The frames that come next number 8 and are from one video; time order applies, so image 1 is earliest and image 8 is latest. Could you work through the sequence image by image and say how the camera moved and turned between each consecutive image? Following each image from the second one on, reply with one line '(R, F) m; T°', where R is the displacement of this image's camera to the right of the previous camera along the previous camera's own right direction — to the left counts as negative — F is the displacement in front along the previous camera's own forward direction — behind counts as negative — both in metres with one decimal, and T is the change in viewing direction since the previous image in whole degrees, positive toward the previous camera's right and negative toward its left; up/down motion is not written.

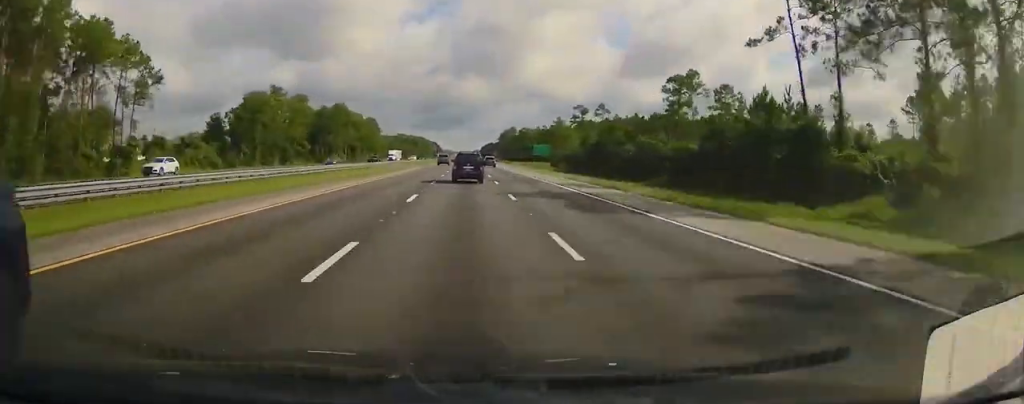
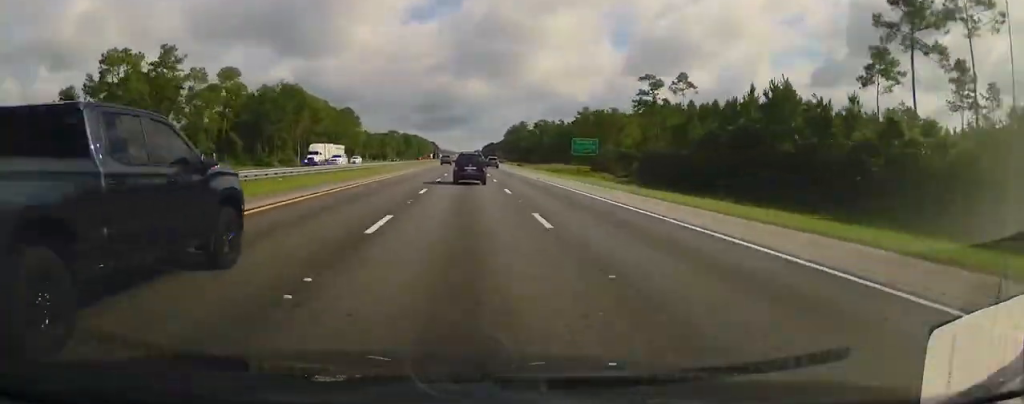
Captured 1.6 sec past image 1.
(0.0, +56.4) m; 0°
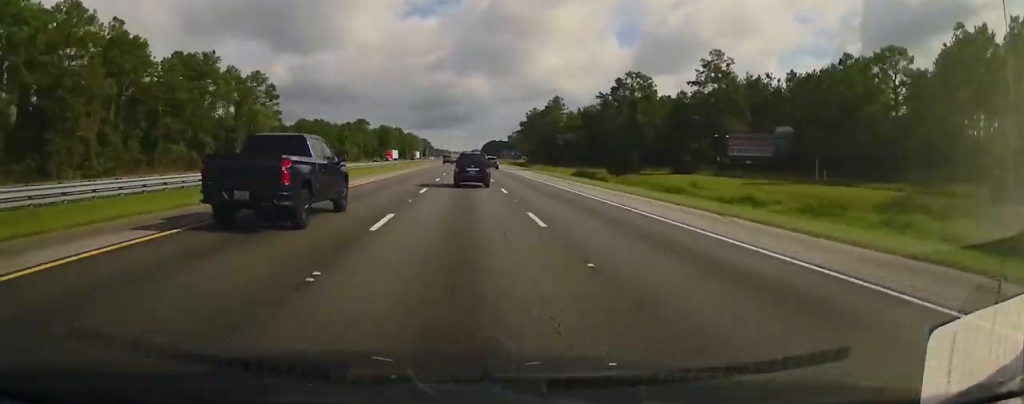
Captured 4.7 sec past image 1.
(+0.2, +108.3) m; 0°
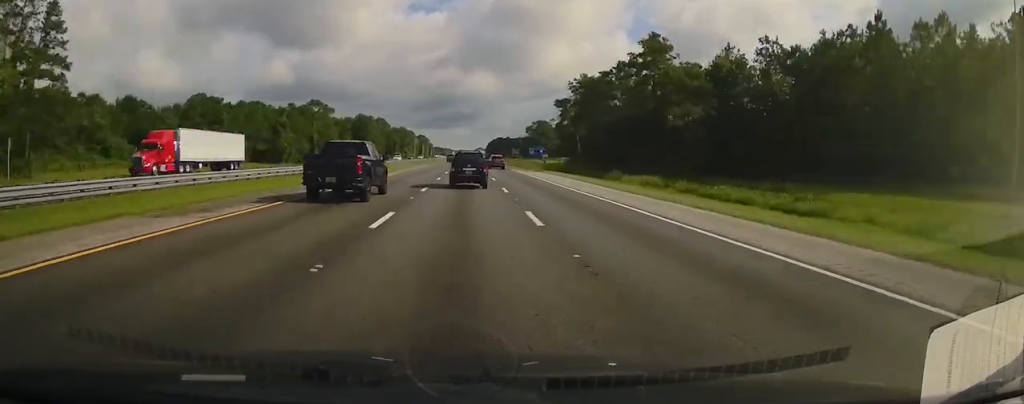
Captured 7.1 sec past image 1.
(+0.2, +84.9) m; 0°
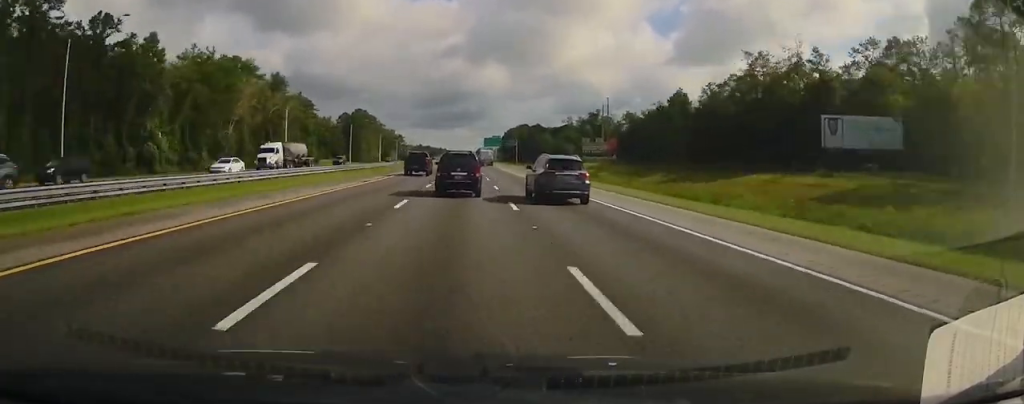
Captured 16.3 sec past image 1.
(-0.8, +323.9) m; -1°
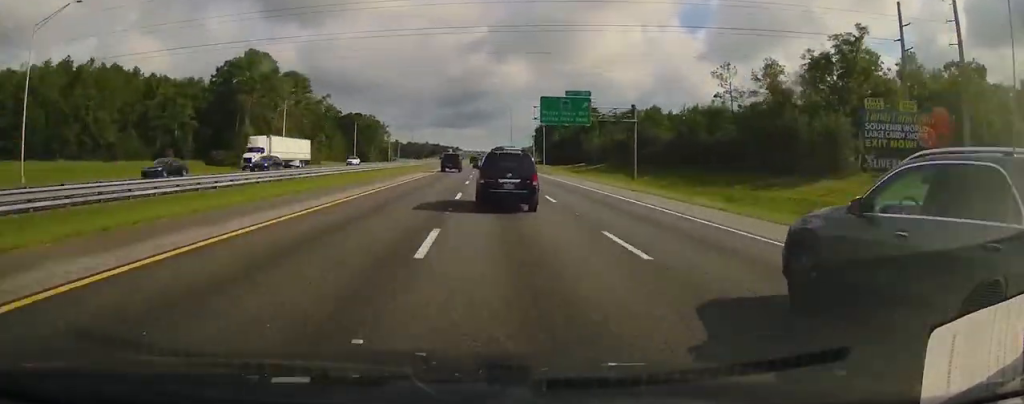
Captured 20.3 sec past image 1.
(-1.0, +141.3) m; 0°
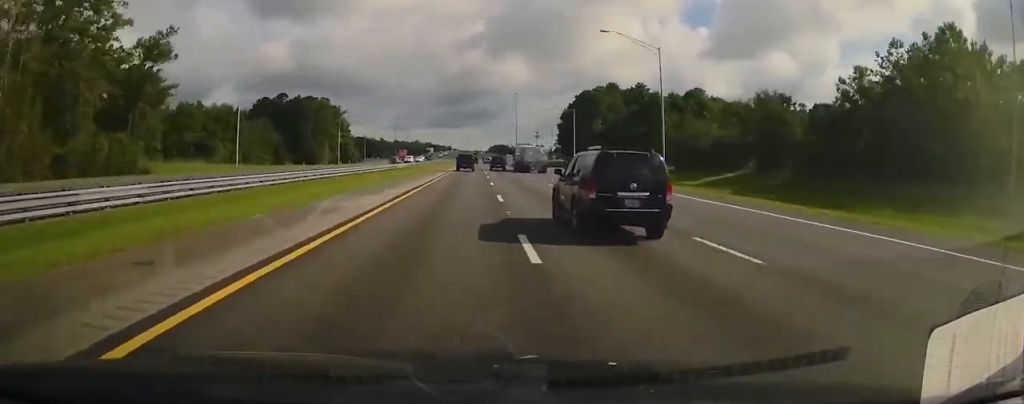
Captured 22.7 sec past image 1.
(-0.1, +85.1) m; 0°
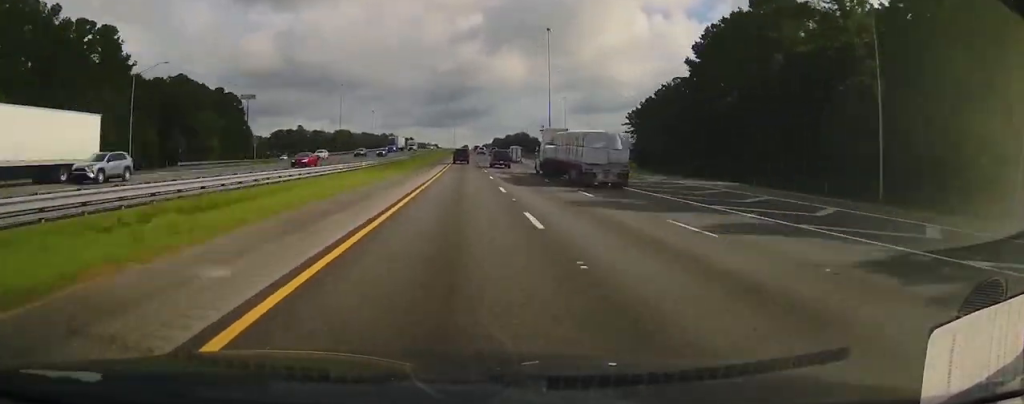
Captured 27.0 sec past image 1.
(+1.0, +151.4) m; 0°
